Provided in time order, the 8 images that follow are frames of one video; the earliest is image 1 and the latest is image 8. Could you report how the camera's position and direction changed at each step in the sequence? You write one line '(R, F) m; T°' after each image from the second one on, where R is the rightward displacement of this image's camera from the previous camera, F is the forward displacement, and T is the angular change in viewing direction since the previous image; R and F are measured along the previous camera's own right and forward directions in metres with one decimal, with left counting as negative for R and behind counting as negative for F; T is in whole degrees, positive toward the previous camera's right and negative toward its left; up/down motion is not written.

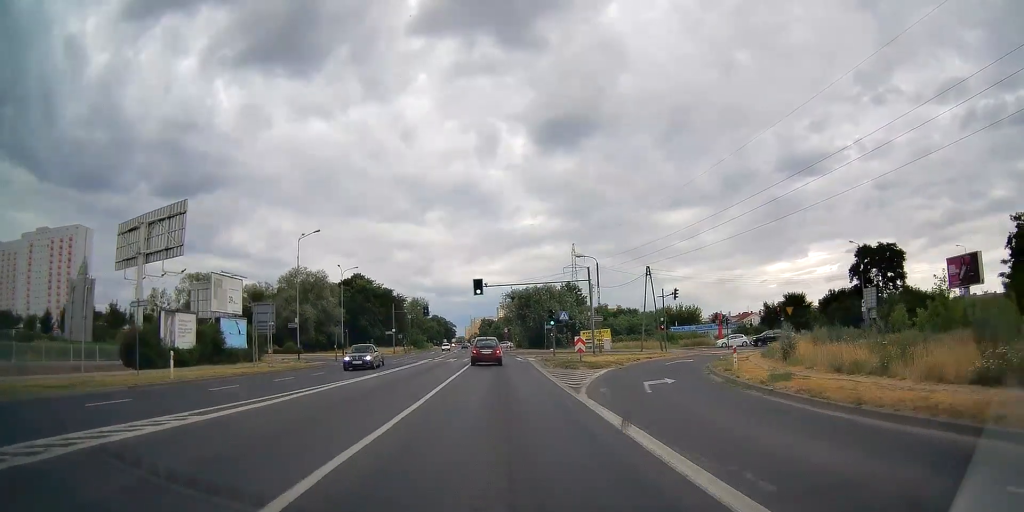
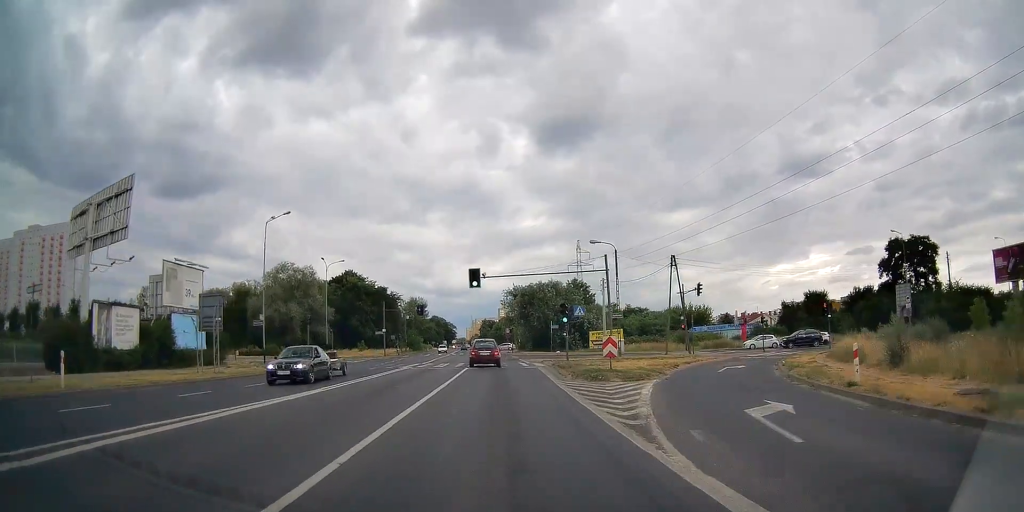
(-0.1, +7.8) m; -1°
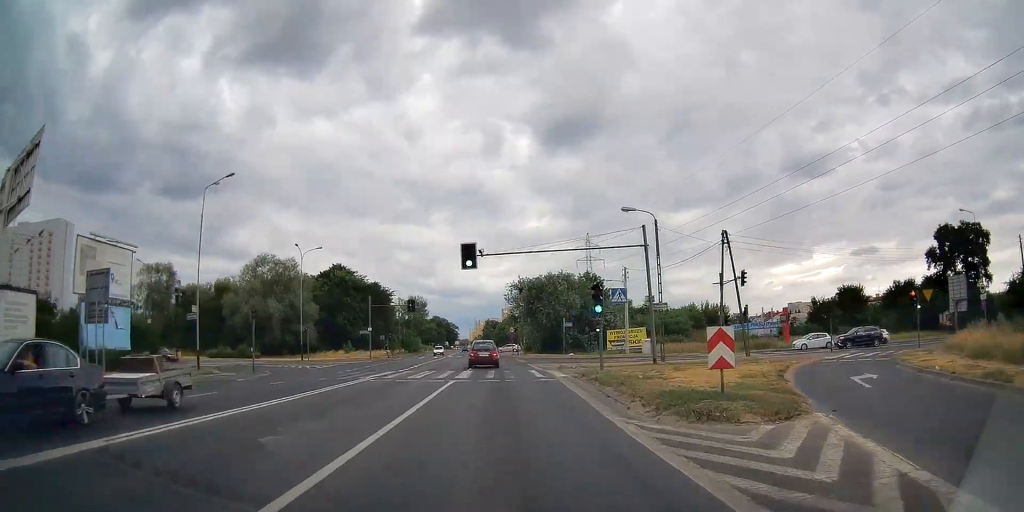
(-0.1, +10.6) m; 0°
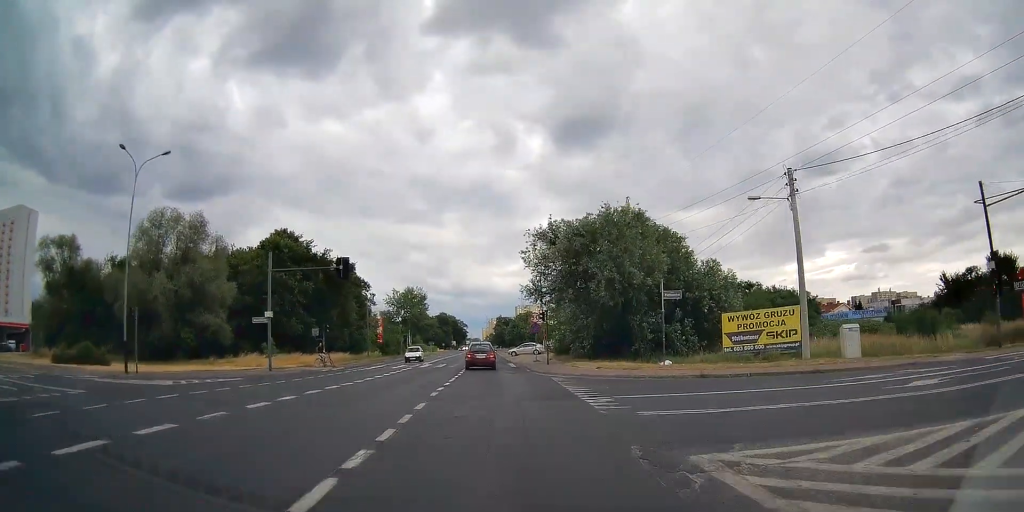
(0.0, +33.5) m; -1°
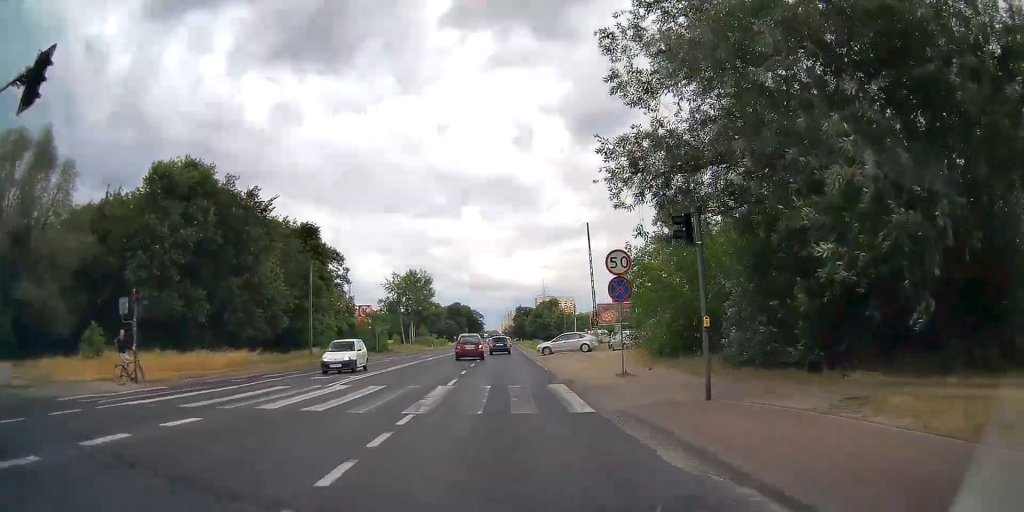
(-0.7, +28.4) m; -2°
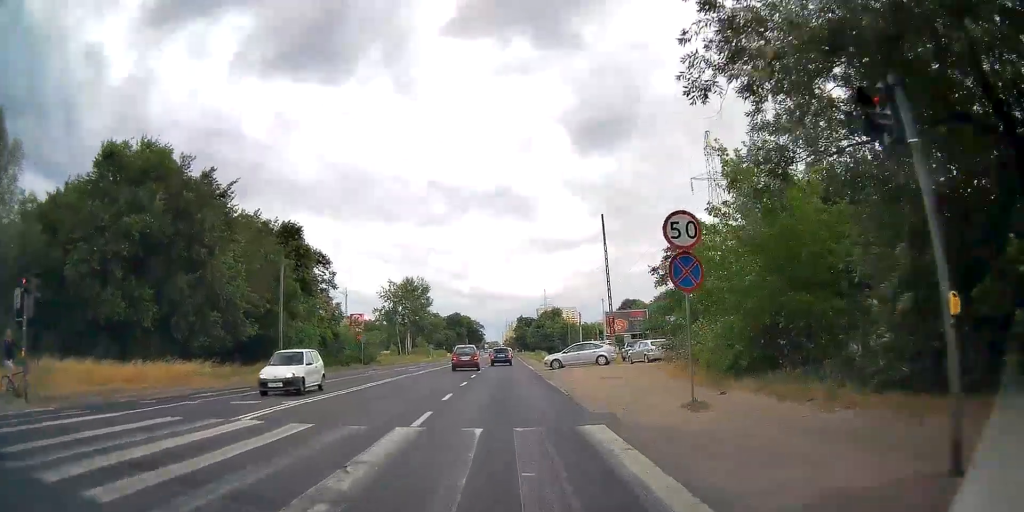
(0.0, +6.7) m; 0°
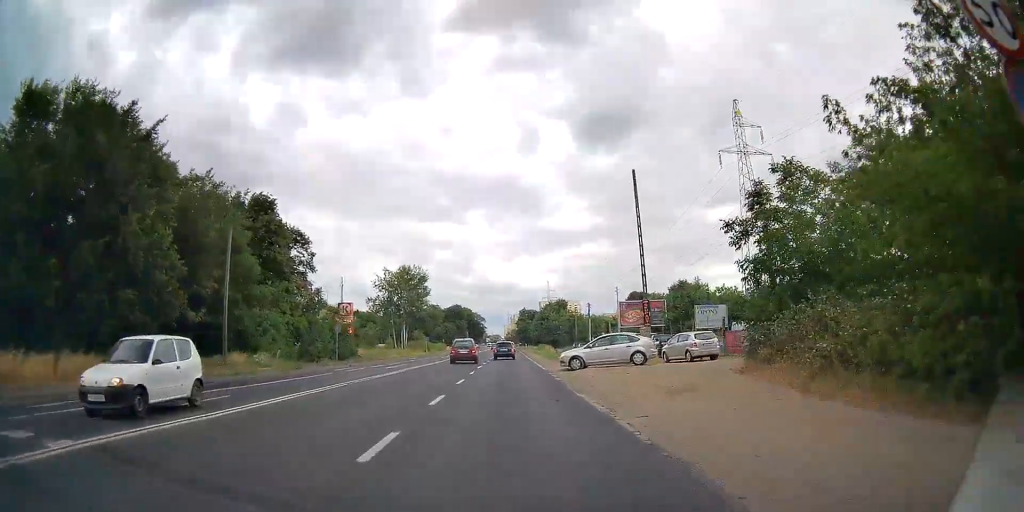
(0.0, +8.9) m; 0°
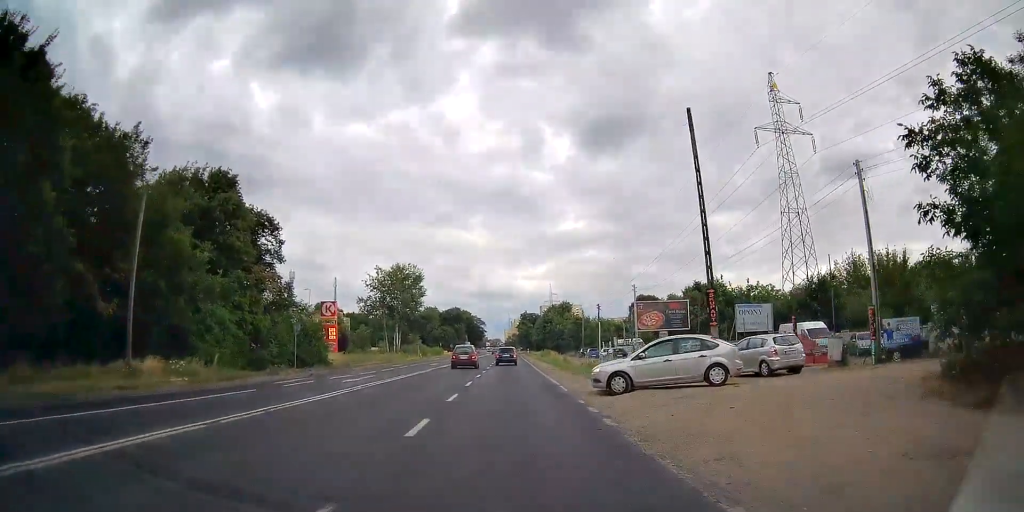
(0.0, +9.5) m; 0°
